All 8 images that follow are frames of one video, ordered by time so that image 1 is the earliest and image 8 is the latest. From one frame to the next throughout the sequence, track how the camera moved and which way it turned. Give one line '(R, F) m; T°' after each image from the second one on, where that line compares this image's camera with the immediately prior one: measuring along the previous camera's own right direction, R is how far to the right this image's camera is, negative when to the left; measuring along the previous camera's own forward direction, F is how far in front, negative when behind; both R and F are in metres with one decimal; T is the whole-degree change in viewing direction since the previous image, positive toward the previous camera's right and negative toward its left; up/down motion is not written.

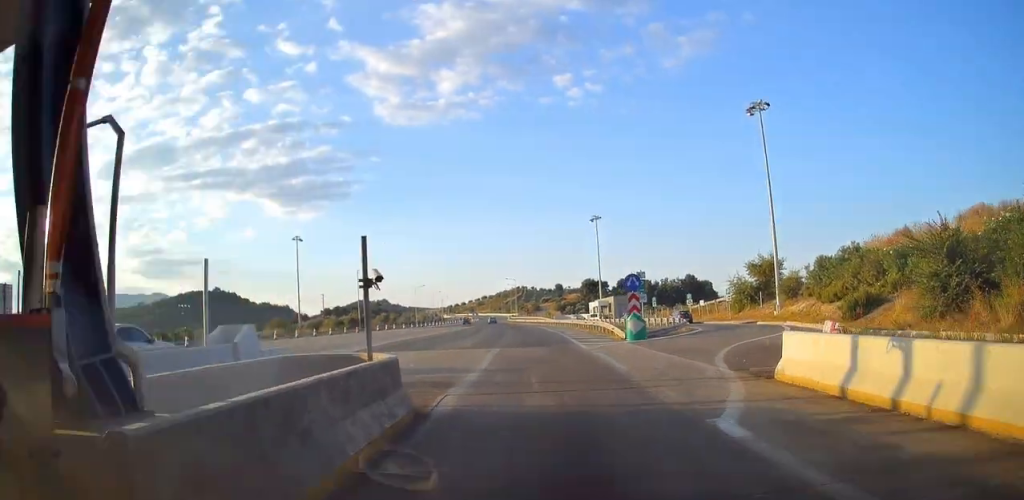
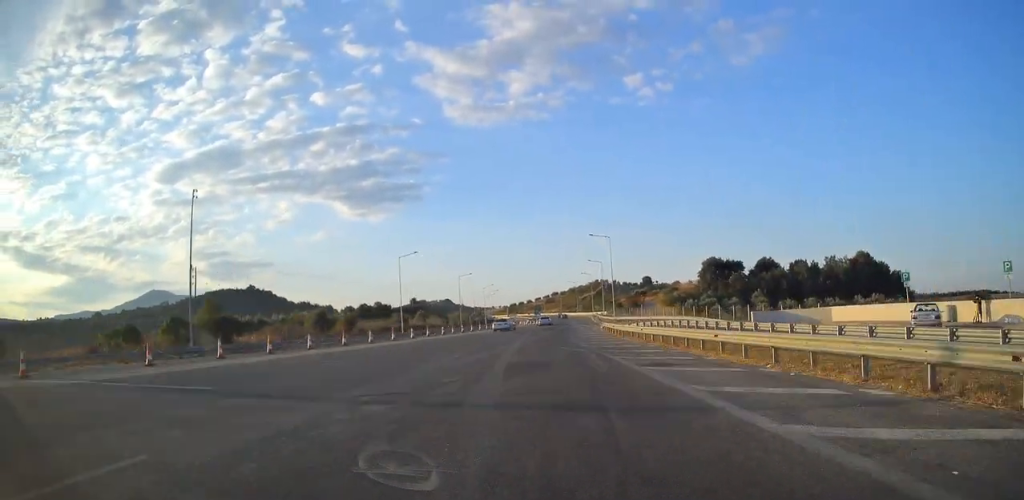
(-3.2, +109.3) m; -2°
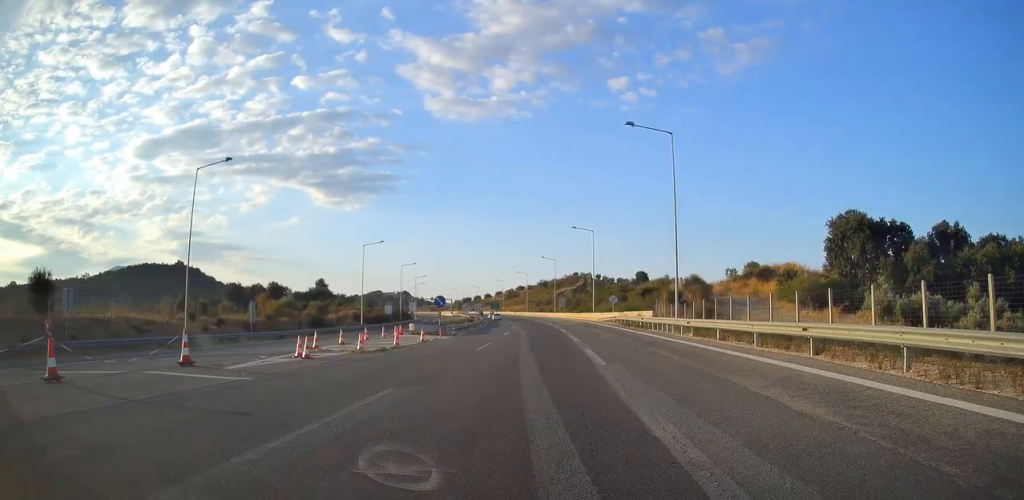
(-0.4, +113.6) m; -3°
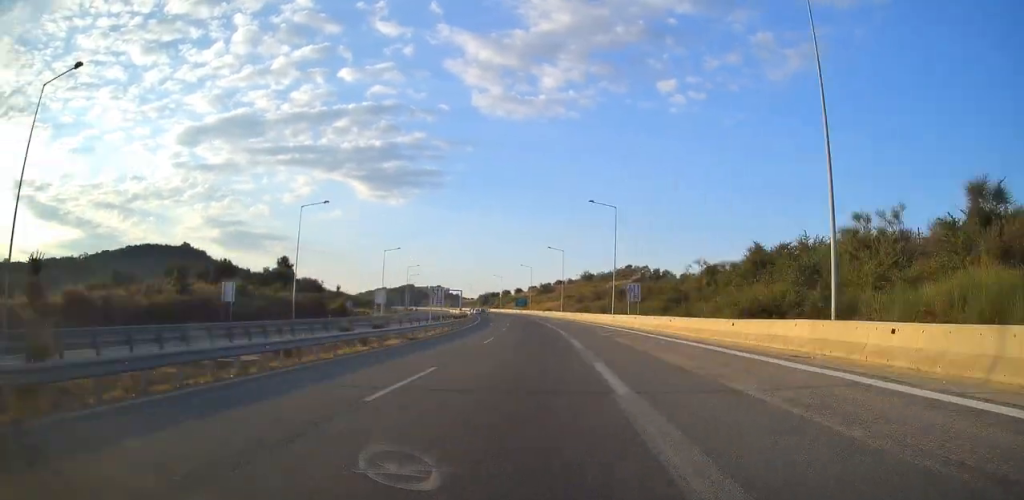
(+3.3, +68.5) m; -3°
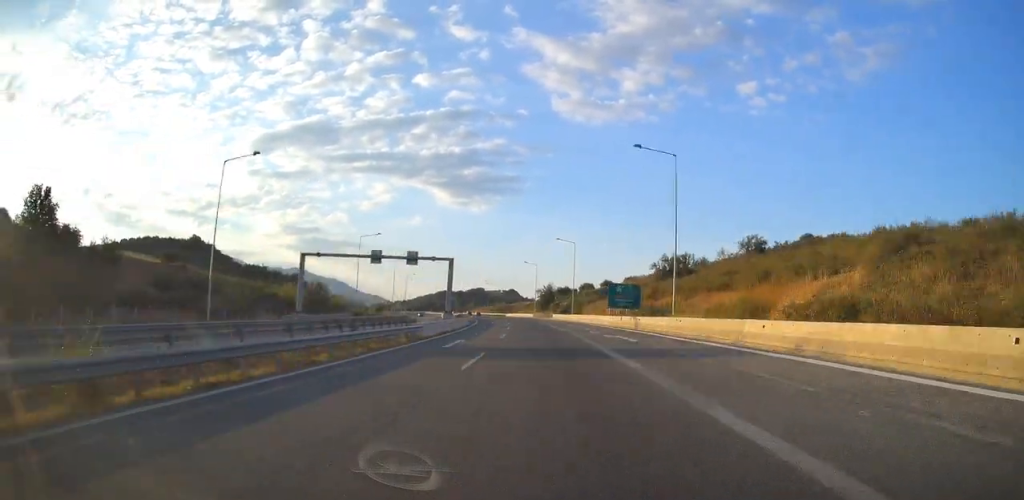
(-10.0, +126.6) m; -8°
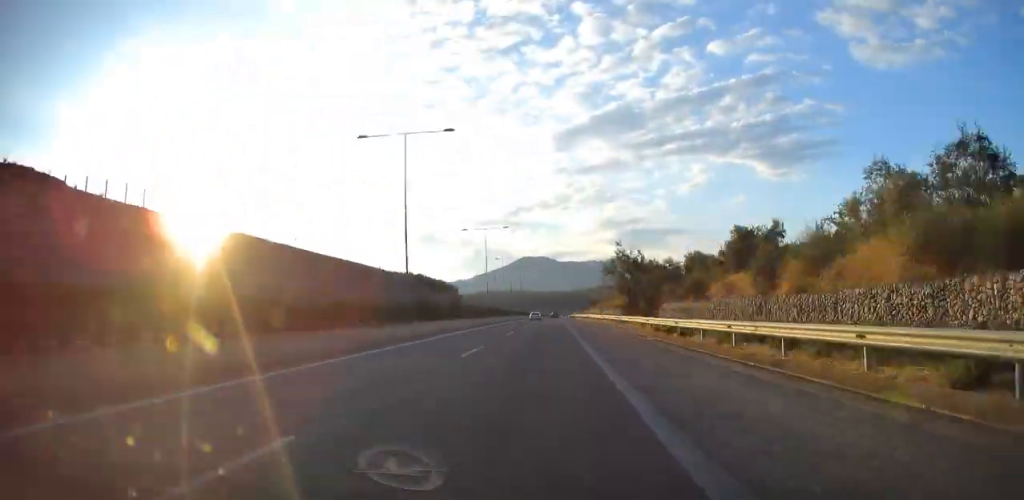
(-121.8, +459.0) m; -24°
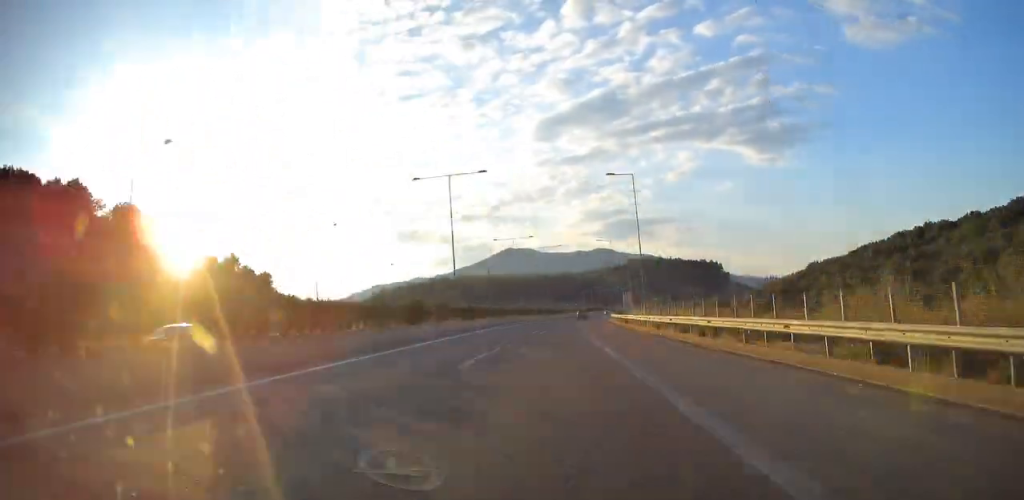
(+1.1, +263.3) m; +6°
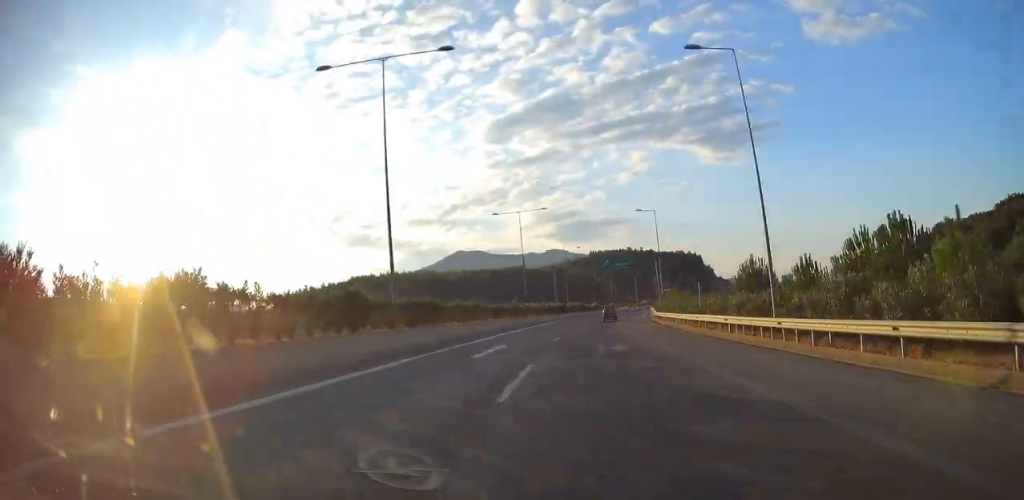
(+1.0, +116.3) m; +6°
